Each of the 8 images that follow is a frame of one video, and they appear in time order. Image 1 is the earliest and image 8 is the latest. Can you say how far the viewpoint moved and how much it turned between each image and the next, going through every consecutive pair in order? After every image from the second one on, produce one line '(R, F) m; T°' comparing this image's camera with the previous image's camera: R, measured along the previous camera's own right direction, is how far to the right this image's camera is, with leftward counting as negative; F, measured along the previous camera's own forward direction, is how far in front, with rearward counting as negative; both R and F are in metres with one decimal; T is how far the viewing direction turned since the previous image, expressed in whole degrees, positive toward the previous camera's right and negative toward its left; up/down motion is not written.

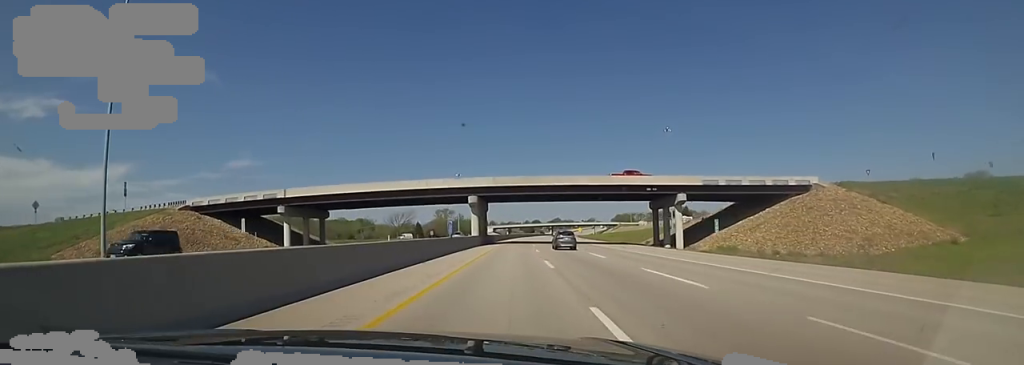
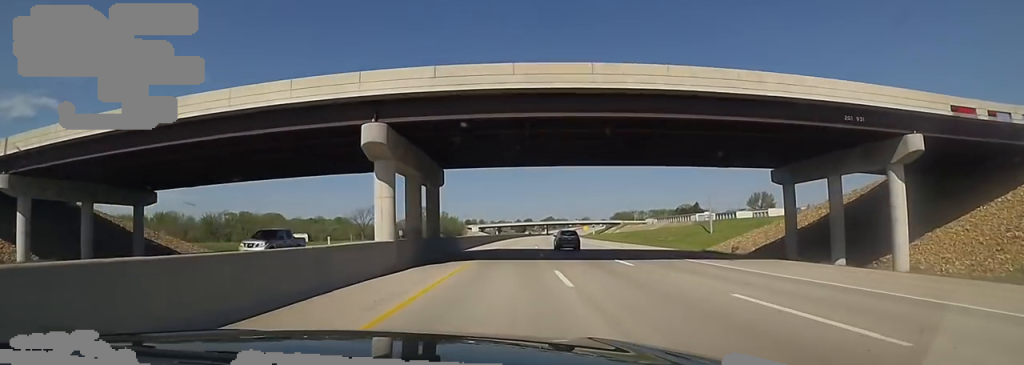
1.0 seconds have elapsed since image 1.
(+0.6, +36.8) m; +3°
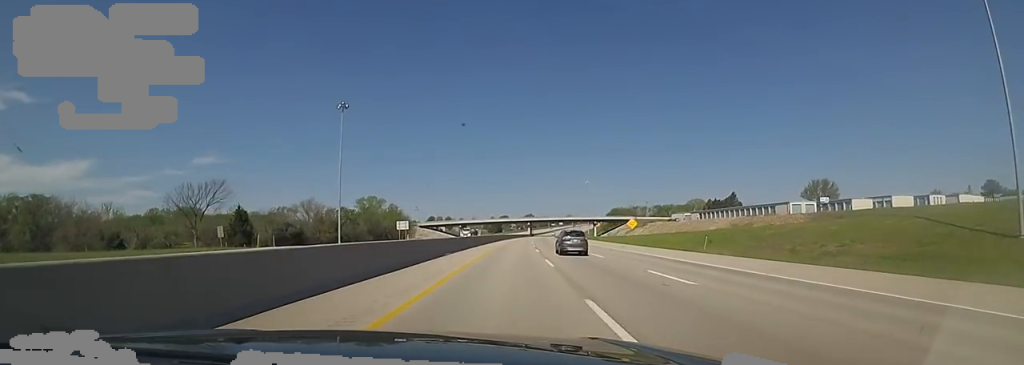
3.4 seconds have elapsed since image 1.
(+0.7, +83.5) m; +1°
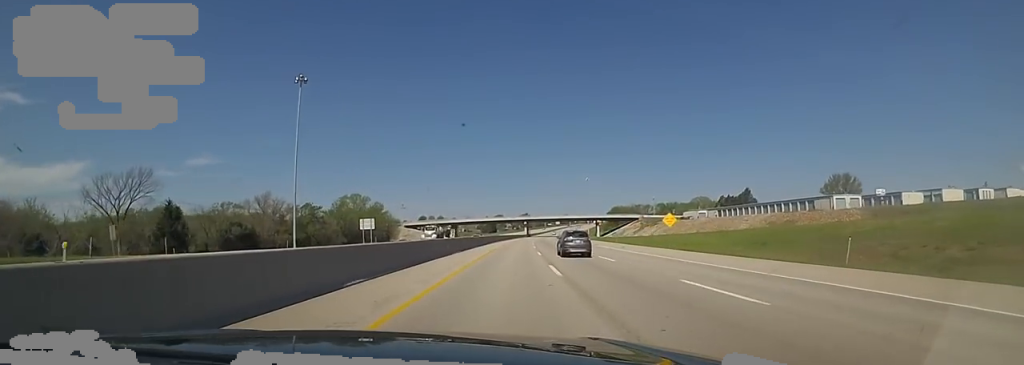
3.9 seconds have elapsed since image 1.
(+0.8, +19.0) m; +1°
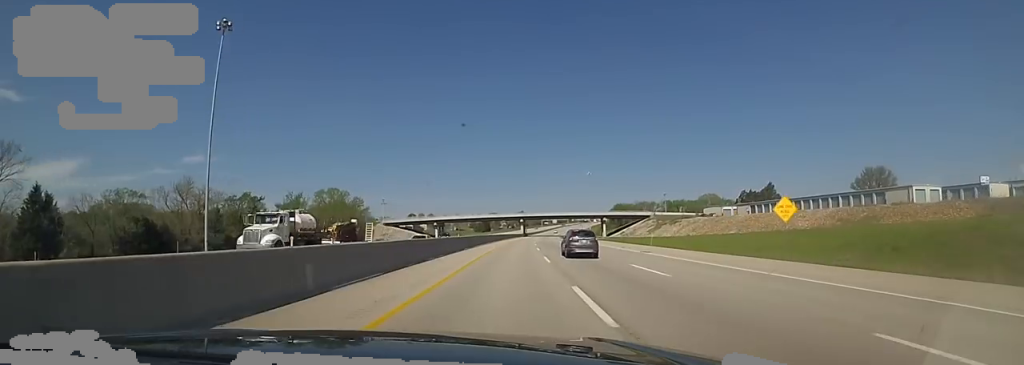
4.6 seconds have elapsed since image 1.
(+0.5, +23.7) m; +2°
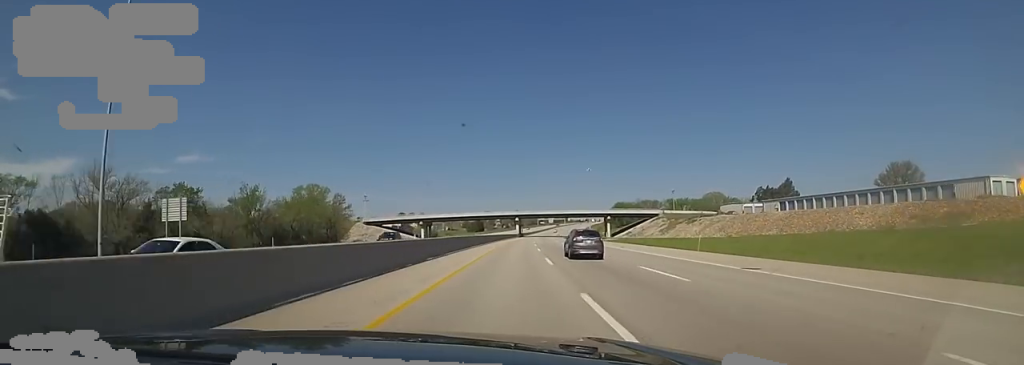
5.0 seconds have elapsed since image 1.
(-0.1, +16.5) m; +1°
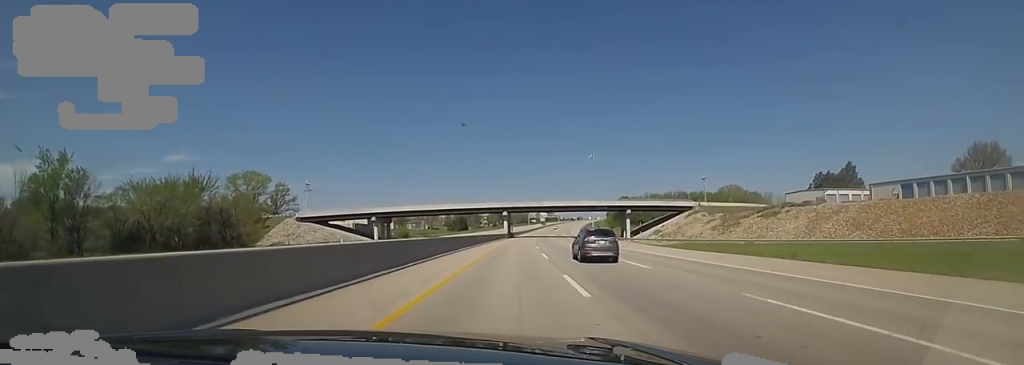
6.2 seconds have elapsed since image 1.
(+1.2, +40.1) m; +1°
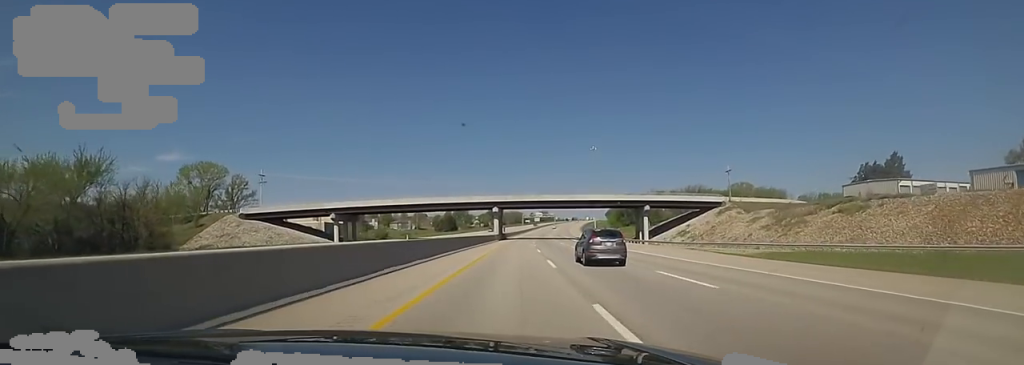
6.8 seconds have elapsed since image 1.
(-0.3, +21.3) m; 0°
